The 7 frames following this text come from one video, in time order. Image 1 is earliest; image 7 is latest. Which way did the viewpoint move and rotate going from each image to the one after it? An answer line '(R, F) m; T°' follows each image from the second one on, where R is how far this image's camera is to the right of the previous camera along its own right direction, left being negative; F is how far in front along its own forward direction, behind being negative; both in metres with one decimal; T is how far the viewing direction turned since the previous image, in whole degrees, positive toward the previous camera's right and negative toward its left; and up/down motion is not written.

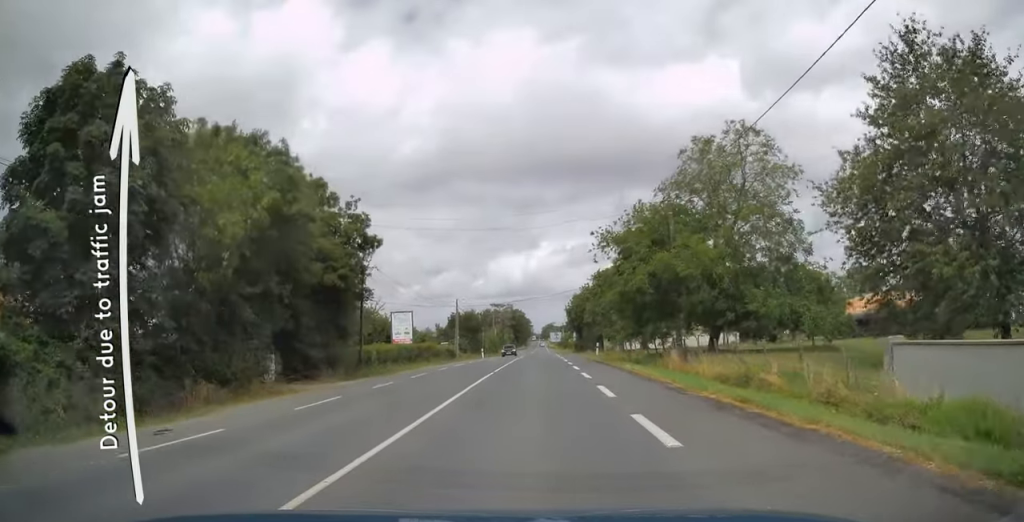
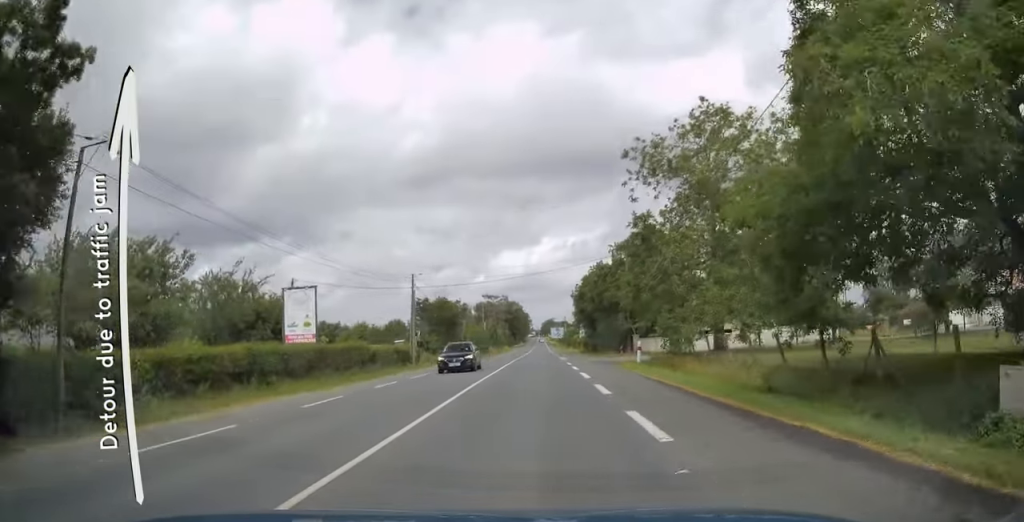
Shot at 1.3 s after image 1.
(-0.1, +24.9) m; 0°
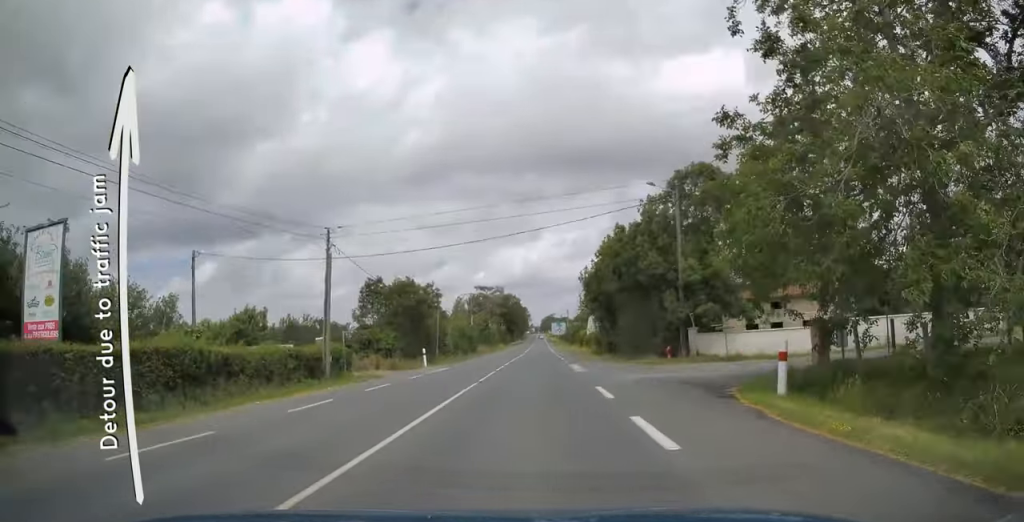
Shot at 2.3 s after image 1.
(0.0, +19.8) m; 0°
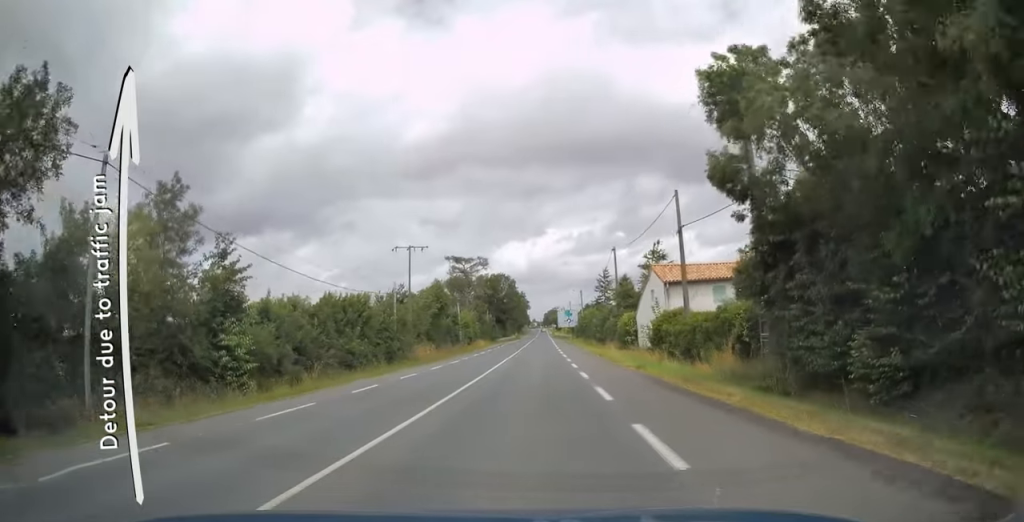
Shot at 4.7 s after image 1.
(-0.1, +48.7) m; 0°
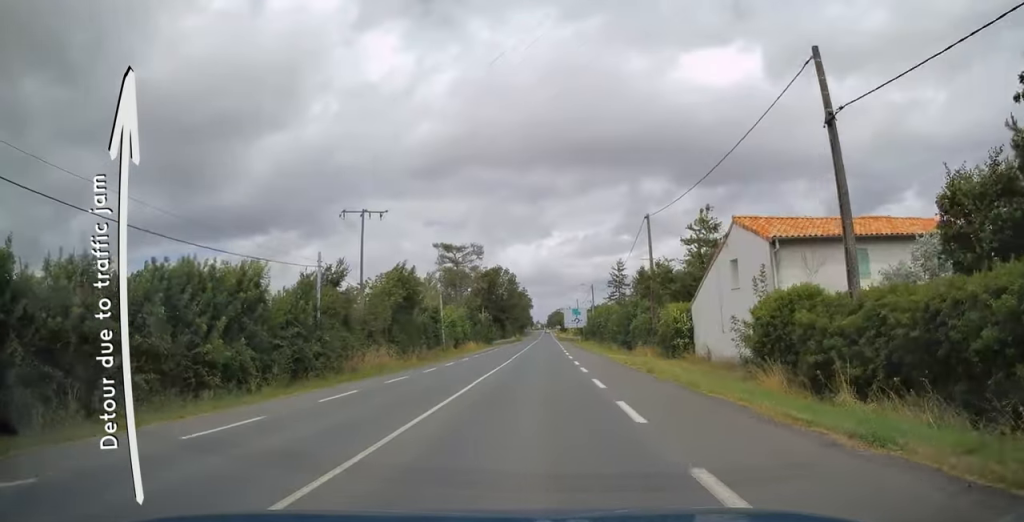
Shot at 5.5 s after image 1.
(-0.1, +15.9) m; 0°
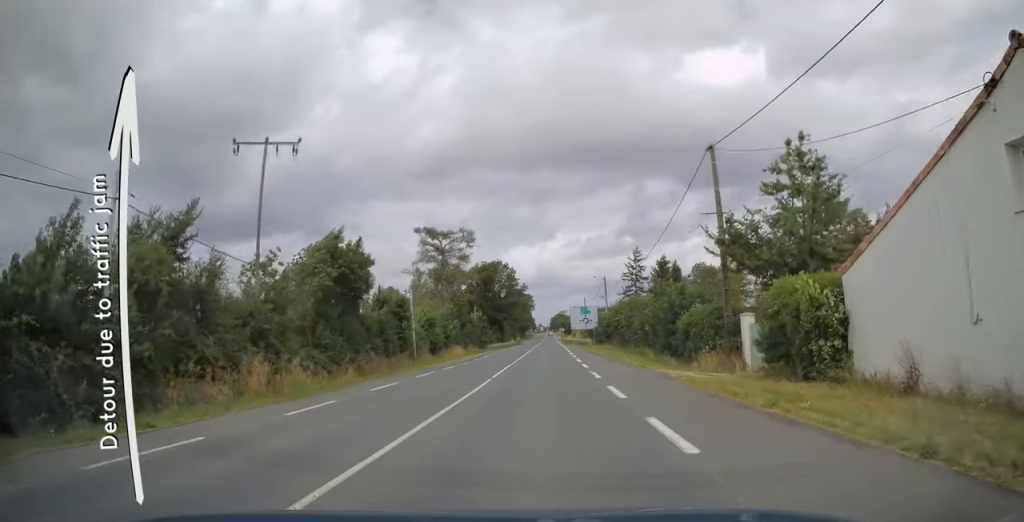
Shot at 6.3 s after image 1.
(0.0, +15.2) m; 0°
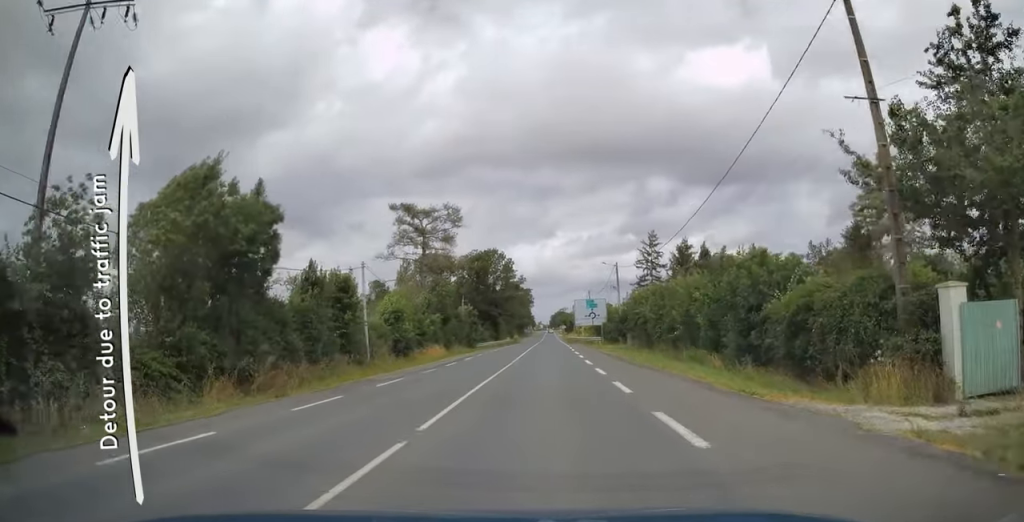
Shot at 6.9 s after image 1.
(0.0, +12.5) m; 0°
